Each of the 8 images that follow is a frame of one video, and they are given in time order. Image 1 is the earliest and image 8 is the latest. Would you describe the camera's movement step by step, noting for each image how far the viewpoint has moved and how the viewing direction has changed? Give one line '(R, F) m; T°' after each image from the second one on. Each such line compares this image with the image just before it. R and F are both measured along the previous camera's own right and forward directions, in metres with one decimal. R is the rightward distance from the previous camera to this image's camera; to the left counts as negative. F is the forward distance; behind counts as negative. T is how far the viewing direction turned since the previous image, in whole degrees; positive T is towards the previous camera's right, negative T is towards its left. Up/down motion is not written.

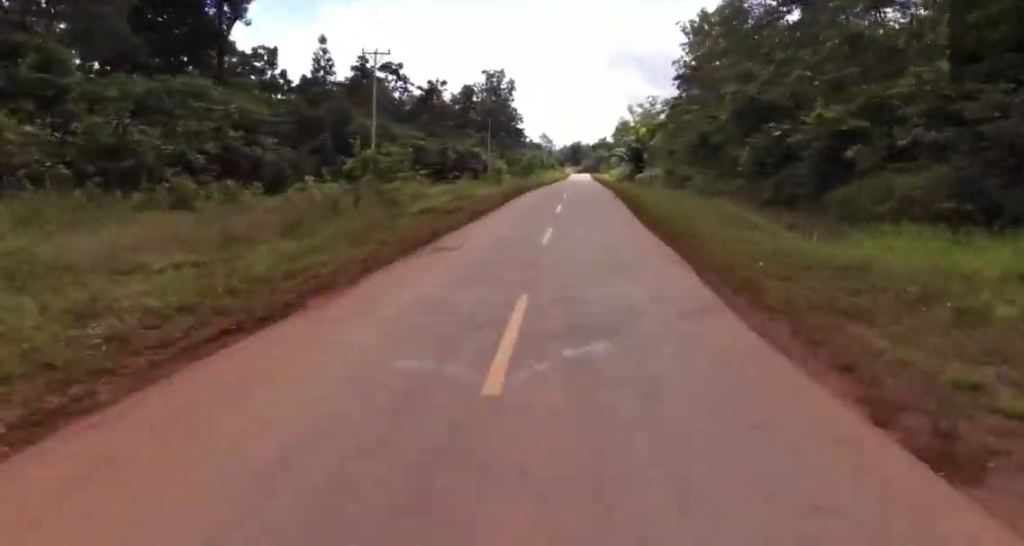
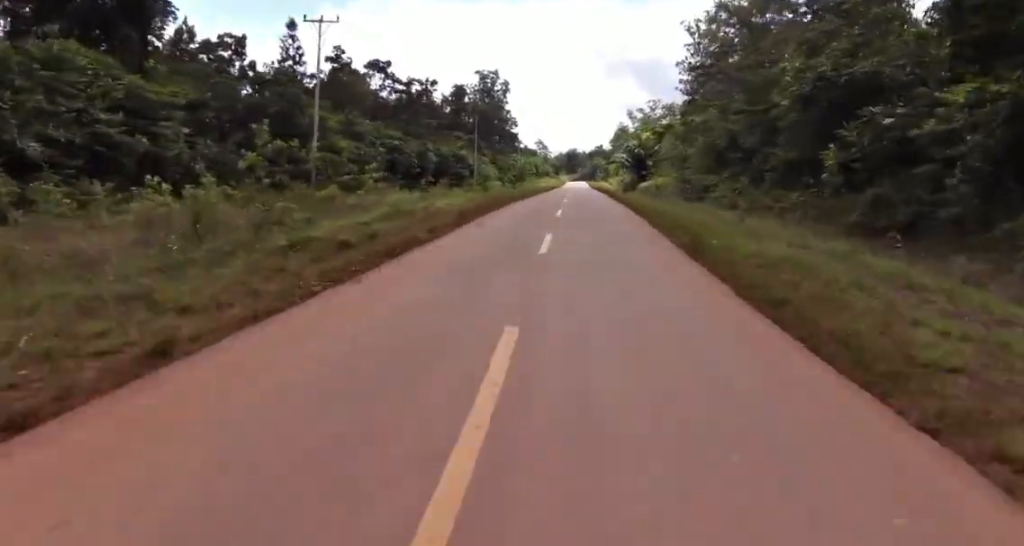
(+0.7, +10.4) m; +1°
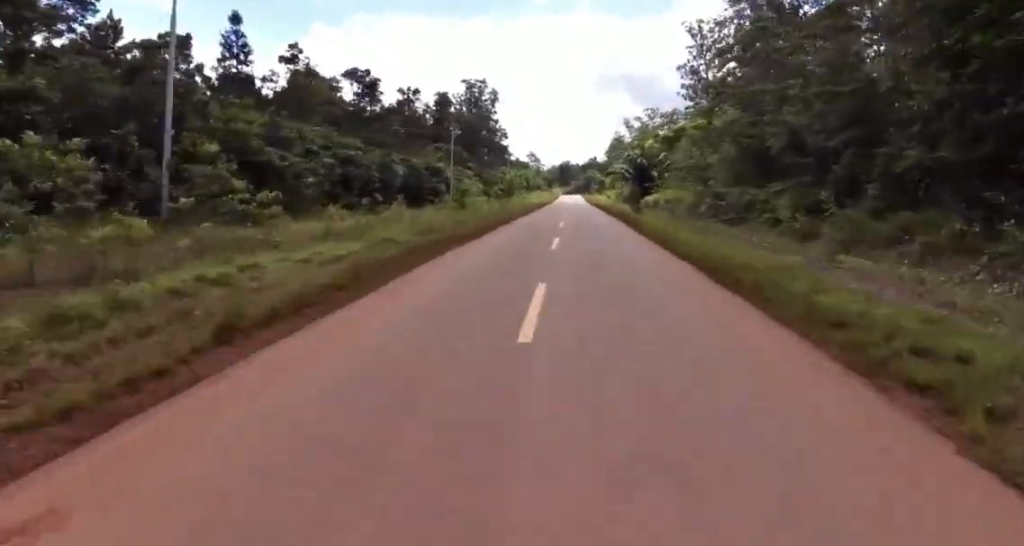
(+0.4, +13.7) m; 0°
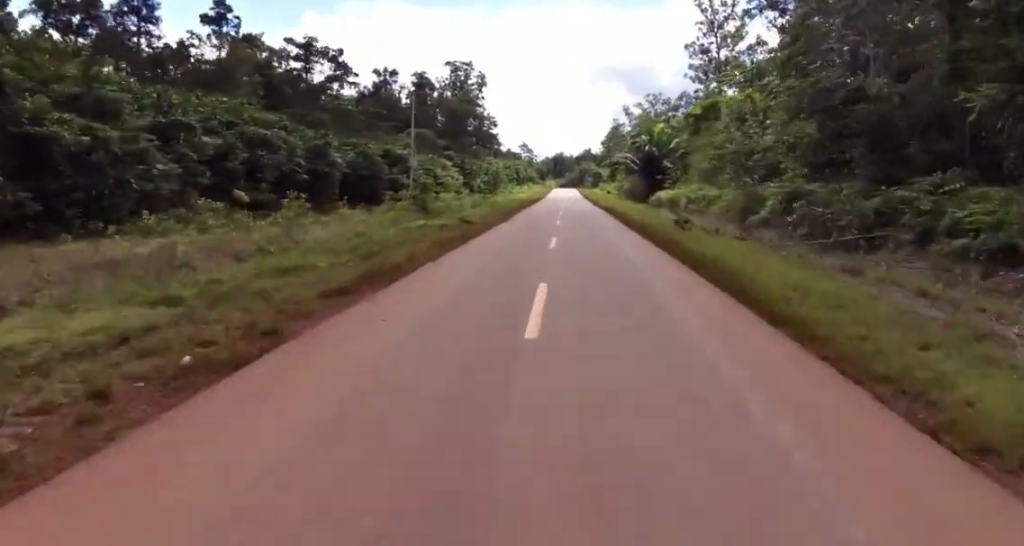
(-0.6, +16.2) m; -2°
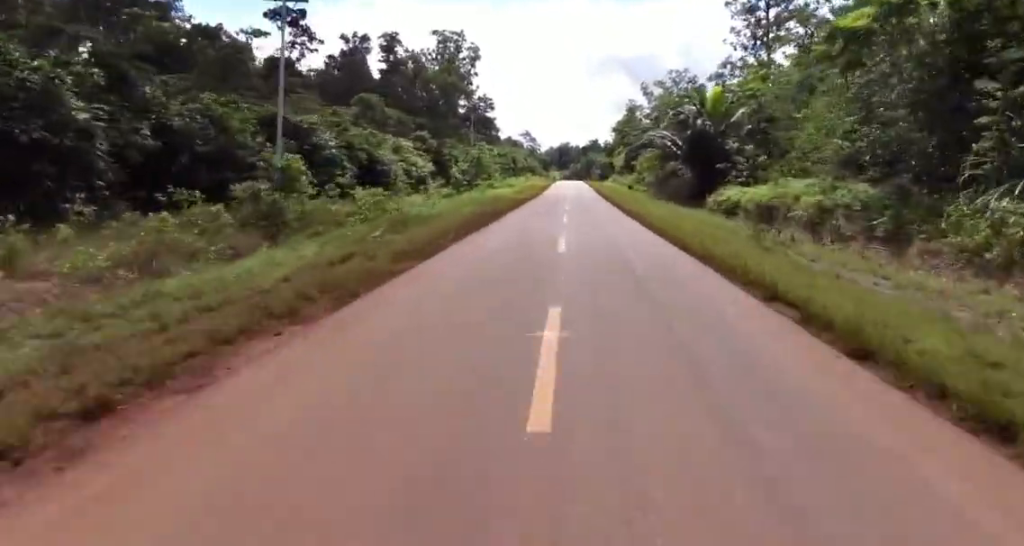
(-0.2, +28.1) m; 0°
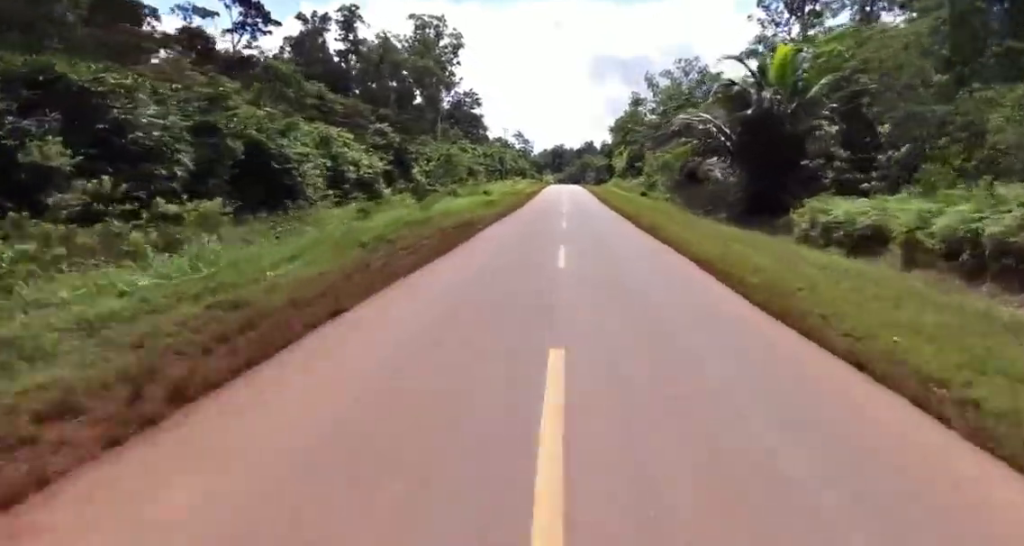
(0.0, +17.8) m; 0°
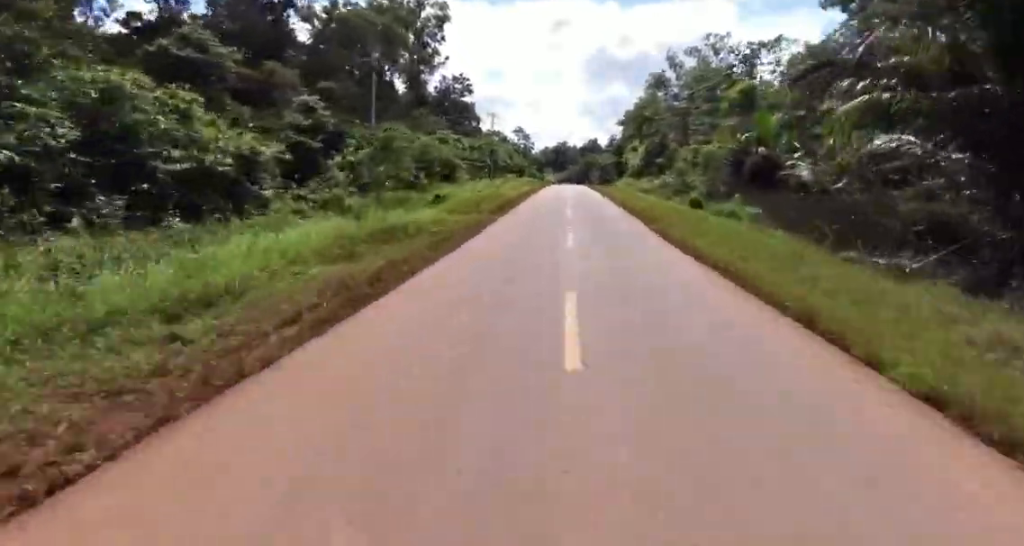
(0.0, +23.1) m; 0°
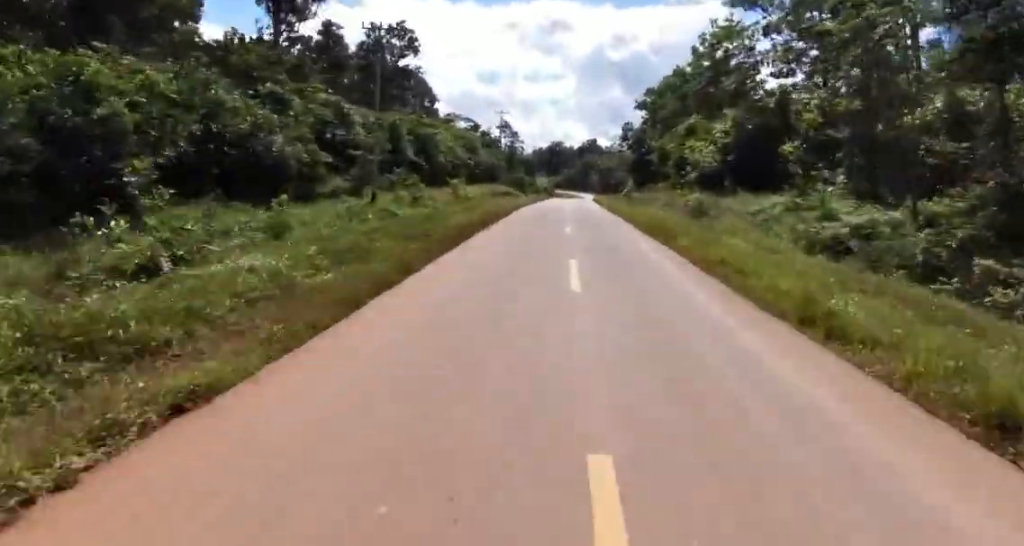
(+1.1, +54.5) m; +5°
